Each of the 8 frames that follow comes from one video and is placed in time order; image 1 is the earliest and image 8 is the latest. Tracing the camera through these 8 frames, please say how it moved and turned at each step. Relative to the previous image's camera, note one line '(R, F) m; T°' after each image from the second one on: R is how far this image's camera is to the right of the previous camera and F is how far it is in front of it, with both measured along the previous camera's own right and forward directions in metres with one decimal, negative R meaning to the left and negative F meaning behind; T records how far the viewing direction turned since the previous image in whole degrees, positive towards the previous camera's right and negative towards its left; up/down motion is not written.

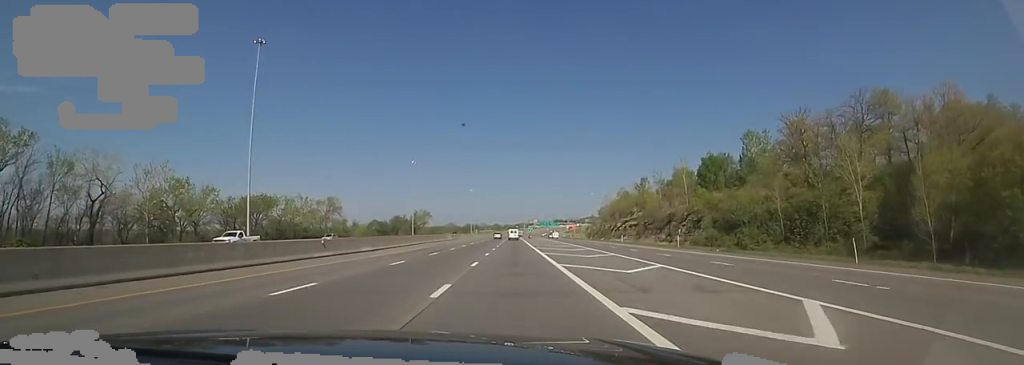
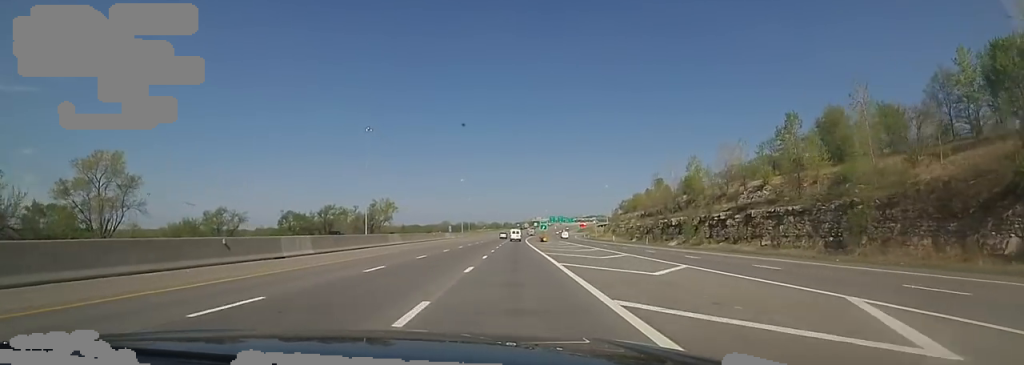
(-0.7, +71.8) m; -1°
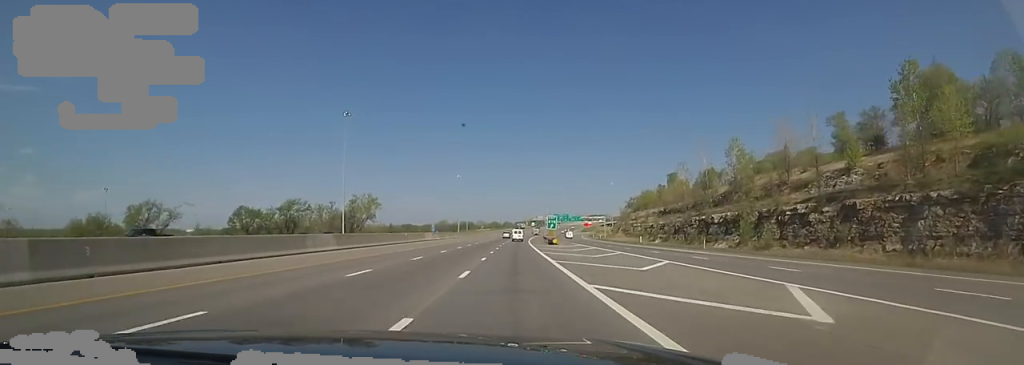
(-0.2, +21.3) m; +1°
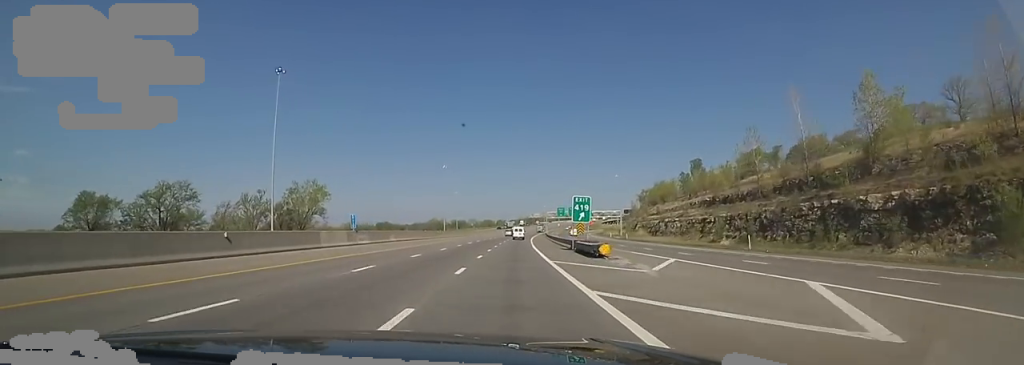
(+1.1, +38.3) m; +1°
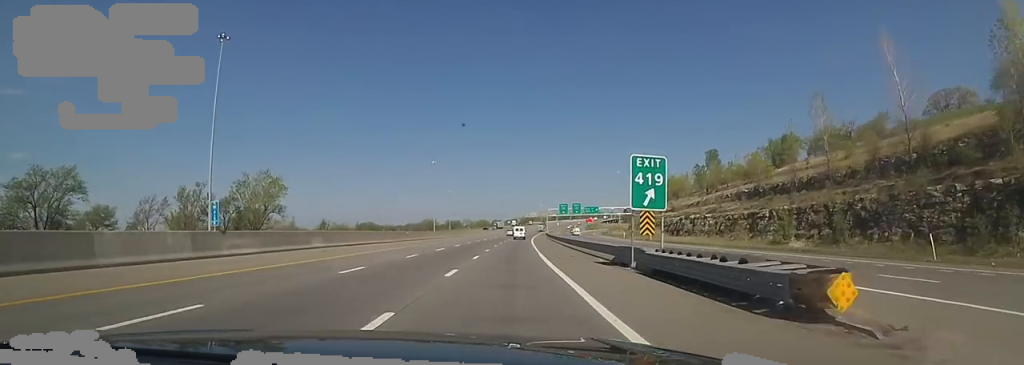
(+0.1, +20.4) m; 0°
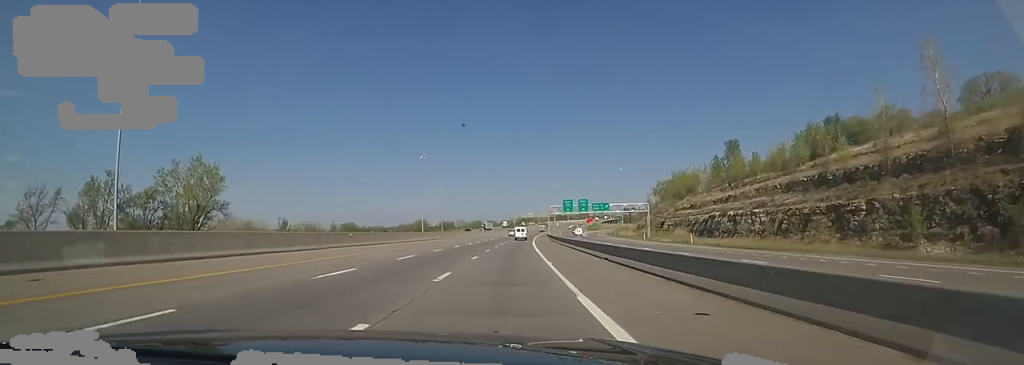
(-1.1, +20.5) m; 0°
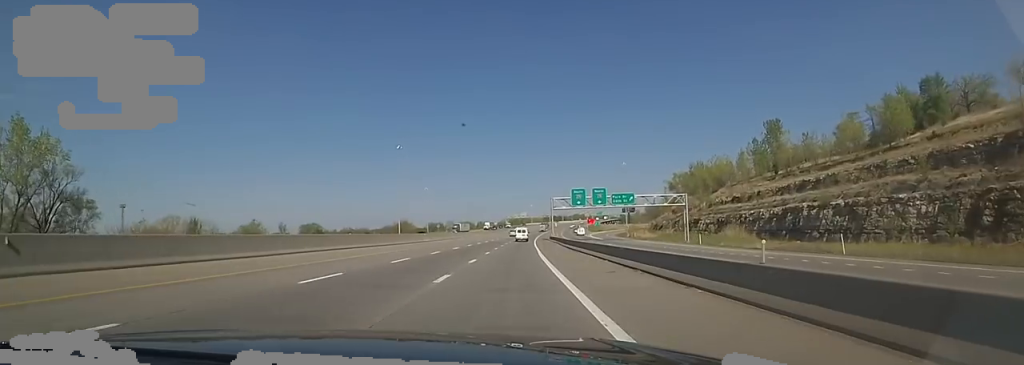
(+1.2, +30.8) m; +2°
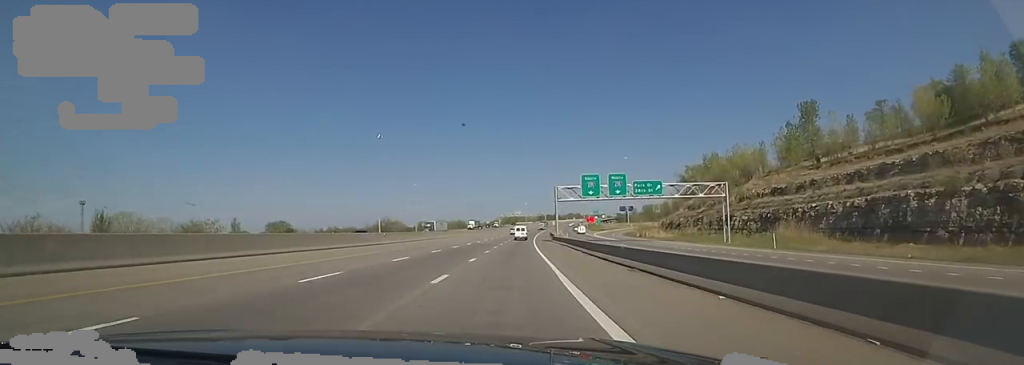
(+0.1, +19.5) m; +1°
